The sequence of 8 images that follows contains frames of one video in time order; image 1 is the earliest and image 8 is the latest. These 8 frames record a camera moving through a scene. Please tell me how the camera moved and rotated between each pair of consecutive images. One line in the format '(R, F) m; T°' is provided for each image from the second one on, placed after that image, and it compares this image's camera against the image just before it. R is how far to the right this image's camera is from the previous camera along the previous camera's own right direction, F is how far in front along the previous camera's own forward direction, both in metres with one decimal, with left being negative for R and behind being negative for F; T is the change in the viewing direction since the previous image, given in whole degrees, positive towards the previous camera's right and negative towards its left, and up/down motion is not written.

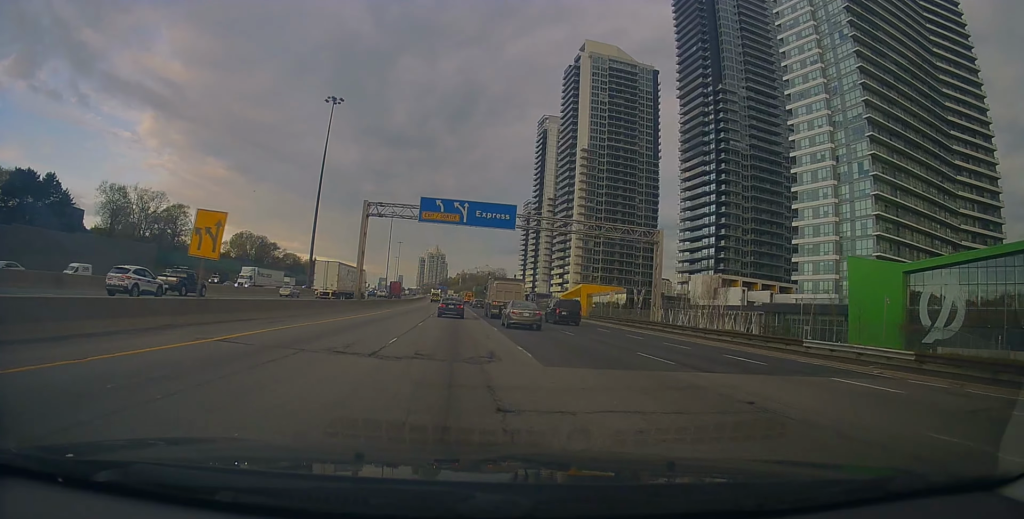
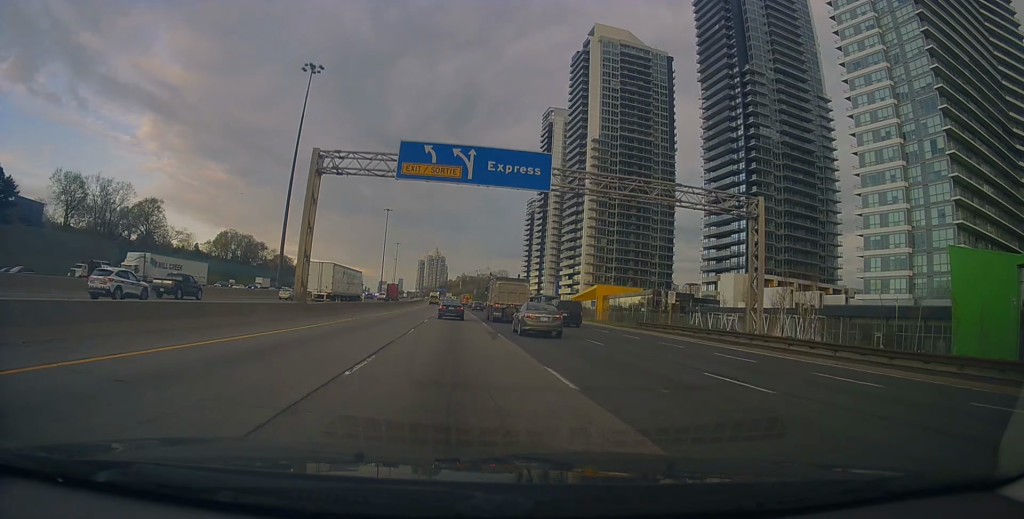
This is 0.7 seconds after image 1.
(0.0, +17.5) m; -1°
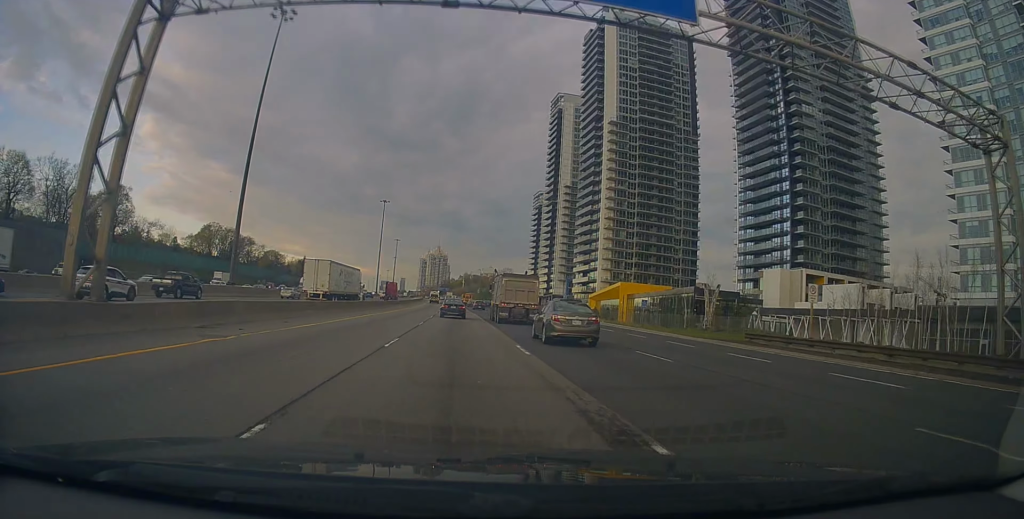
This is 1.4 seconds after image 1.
(-0.4, +19.3) m; 0°
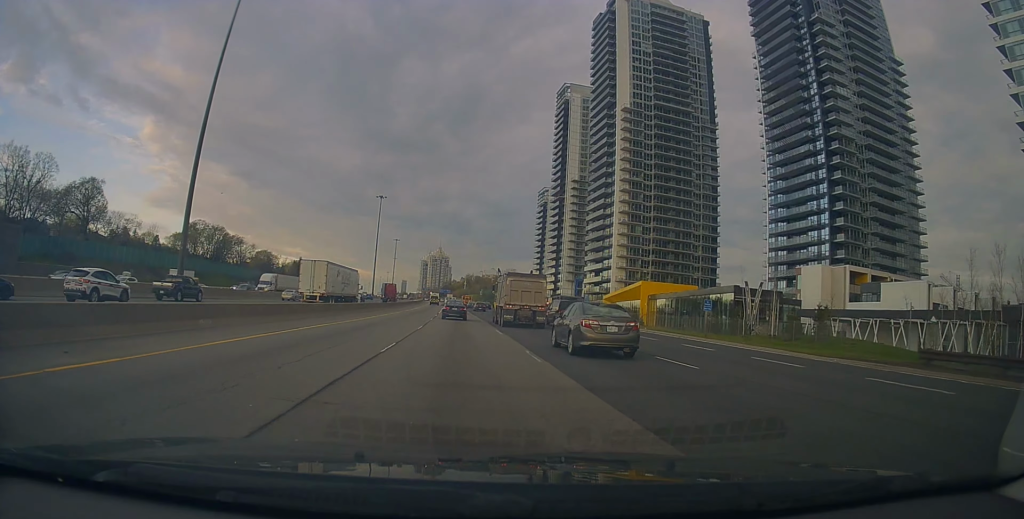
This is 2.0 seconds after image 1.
(+0.2, +13.6) m; 0°
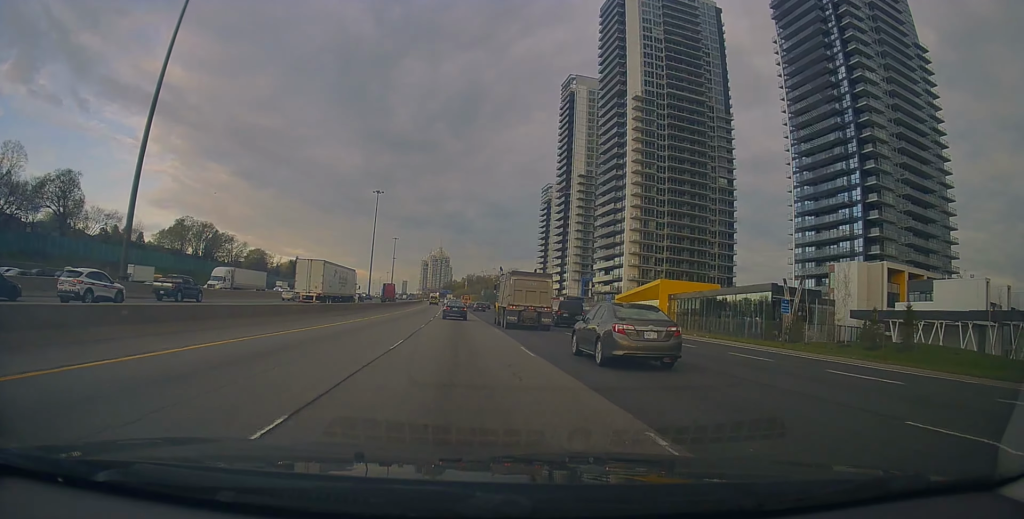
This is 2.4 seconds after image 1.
(+0.2, +10.1) m; 0°
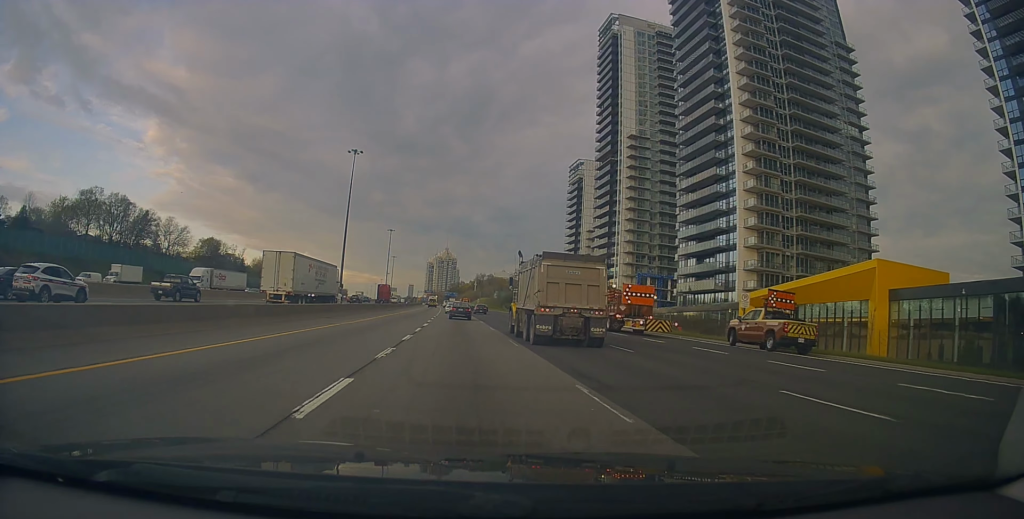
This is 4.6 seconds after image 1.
(-1.0, +55.9) m; 0°
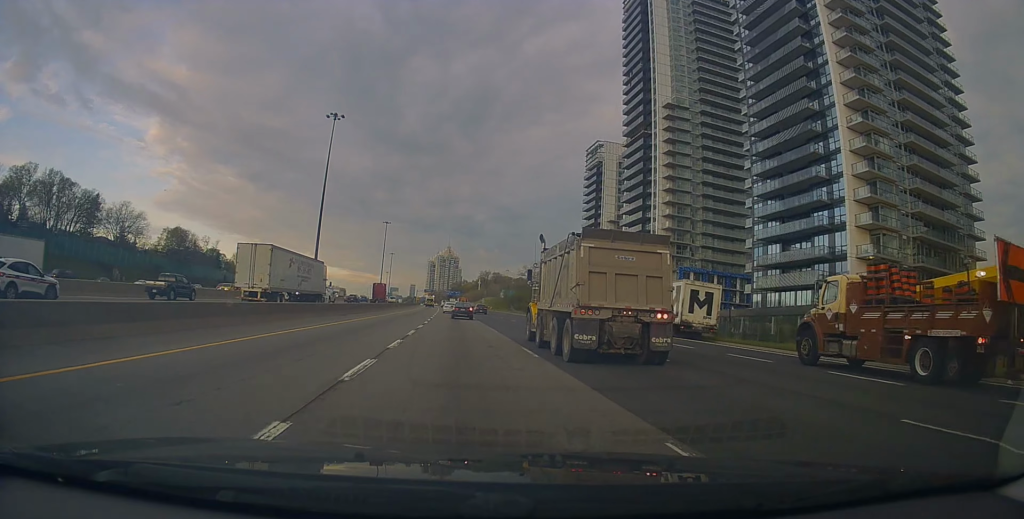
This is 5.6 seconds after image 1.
(+0.4, +26.5) m; -1°
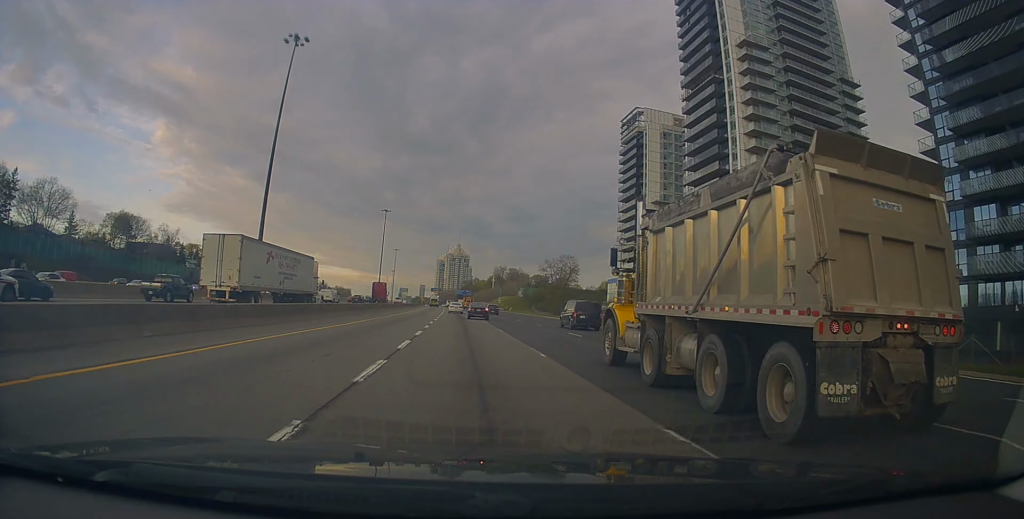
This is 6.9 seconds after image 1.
(-0.9, +35.8) m; -1°
